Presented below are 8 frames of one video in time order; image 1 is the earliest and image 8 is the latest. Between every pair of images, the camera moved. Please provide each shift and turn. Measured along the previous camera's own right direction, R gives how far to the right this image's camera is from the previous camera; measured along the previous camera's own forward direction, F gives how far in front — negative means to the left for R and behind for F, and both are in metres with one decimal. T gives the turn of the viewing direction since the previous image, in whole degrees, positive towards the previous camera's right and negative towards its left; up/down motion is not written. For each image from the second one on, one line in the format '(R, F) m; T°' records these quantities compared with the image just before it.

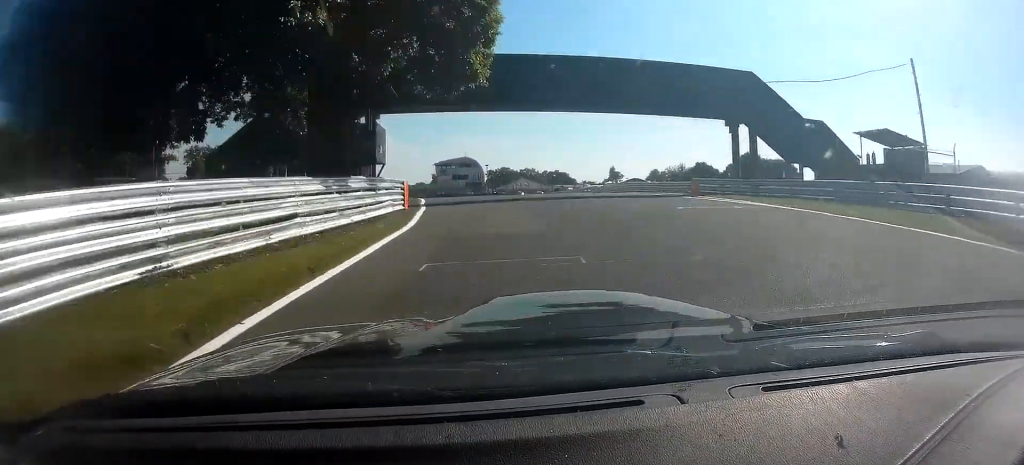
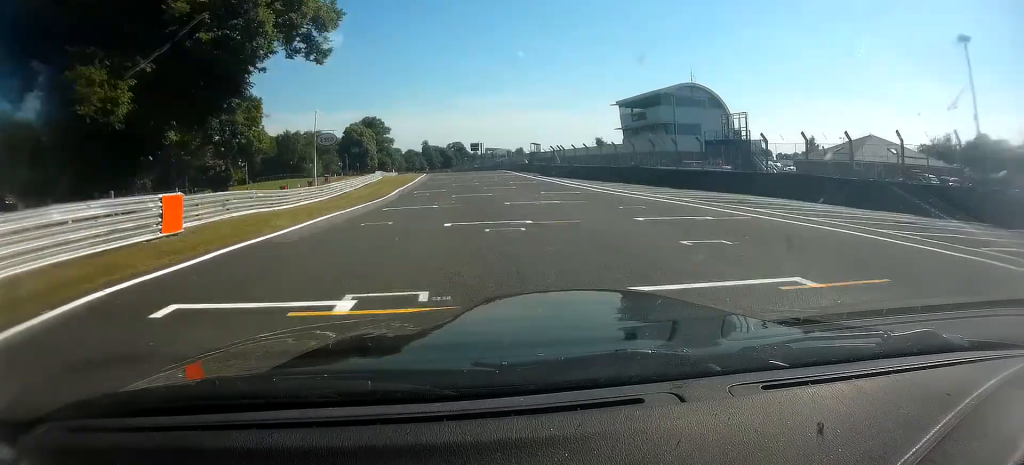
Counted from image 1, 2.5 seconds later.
(+22.7, +80.0) m; +13°
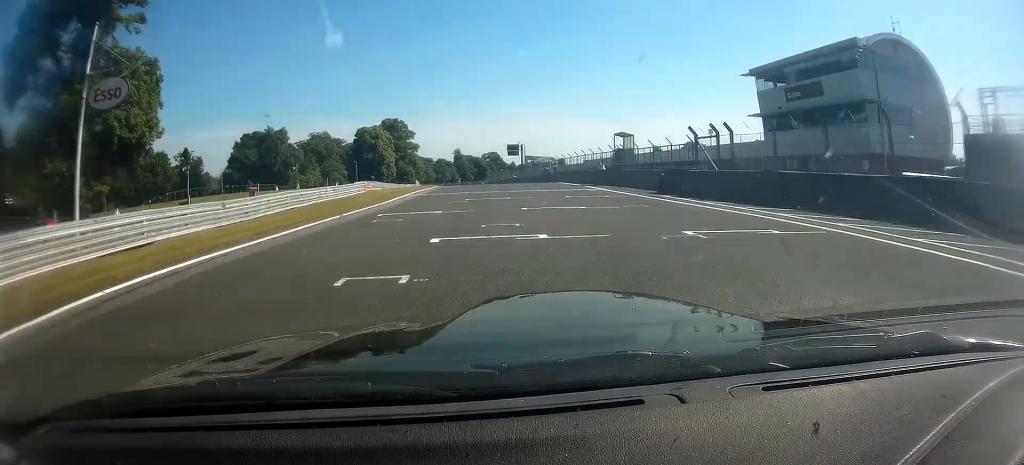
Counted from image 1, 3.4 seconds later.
(-2.2, +29.4) m; -7°
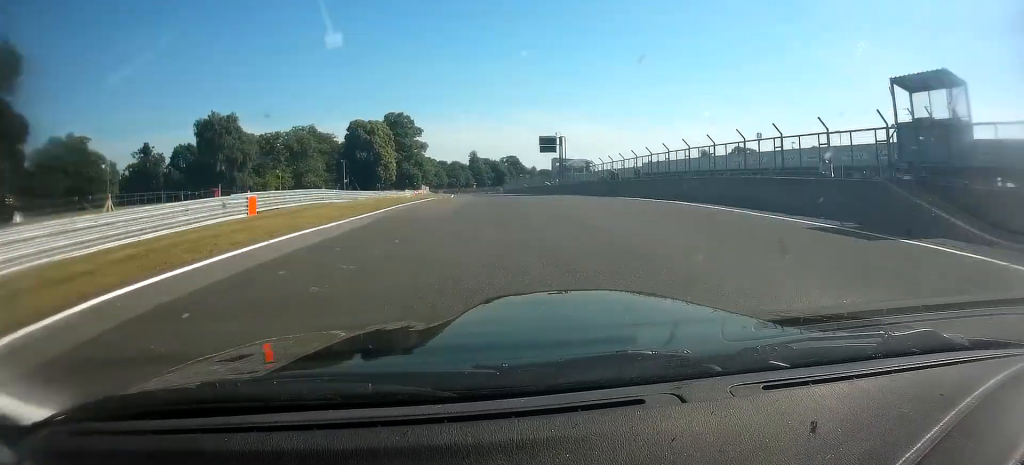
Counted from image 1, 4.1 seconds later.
(-1.6, +26.5) m; -2°
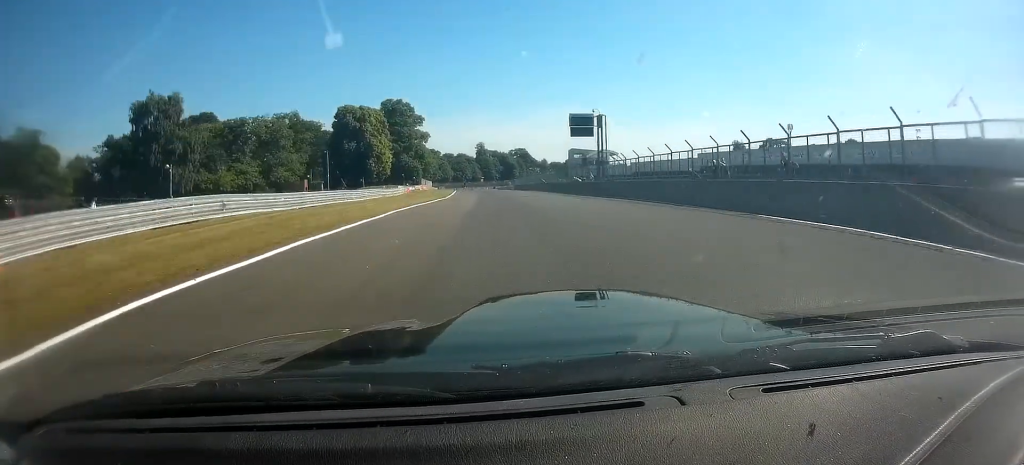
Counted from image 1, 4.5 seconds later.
(-1.5, +16.2) m; +1°
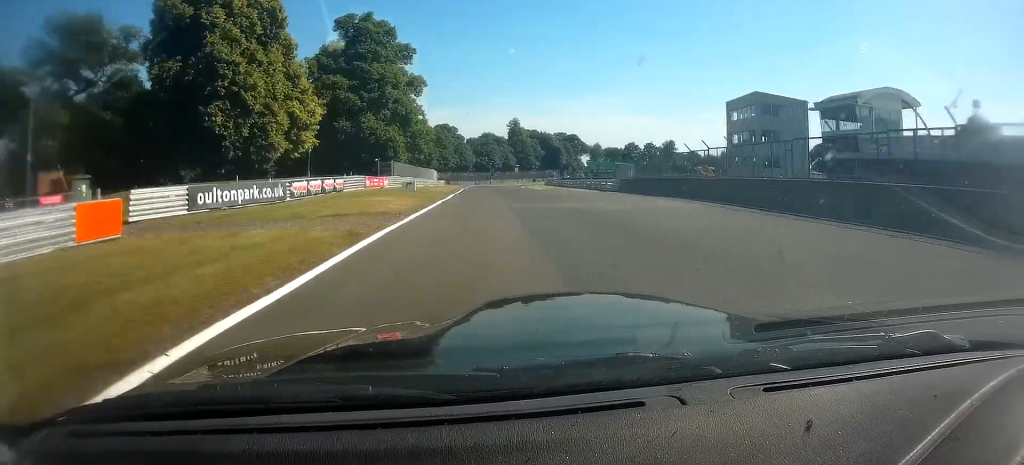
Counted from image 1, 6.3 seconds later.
(+11.9, +86.6) m; +9°
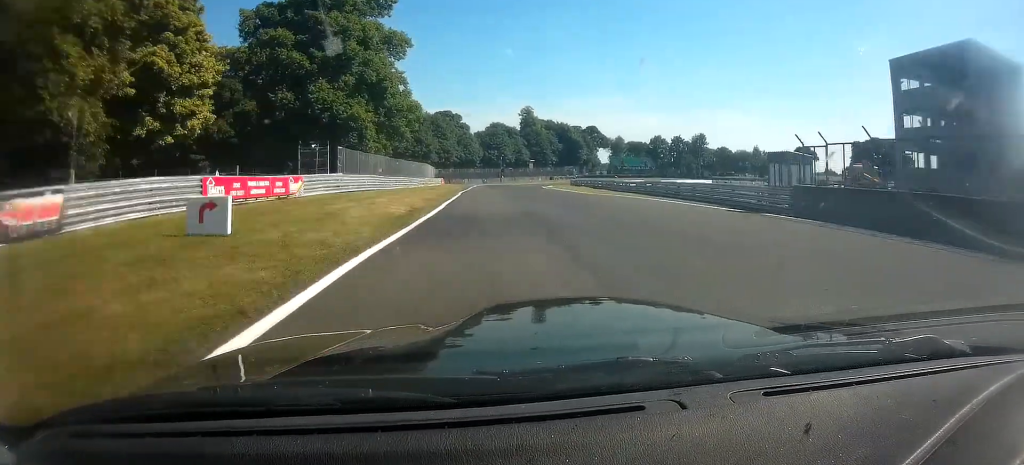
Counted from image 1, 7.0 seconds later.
(+0.2, +36.5) m; -1°
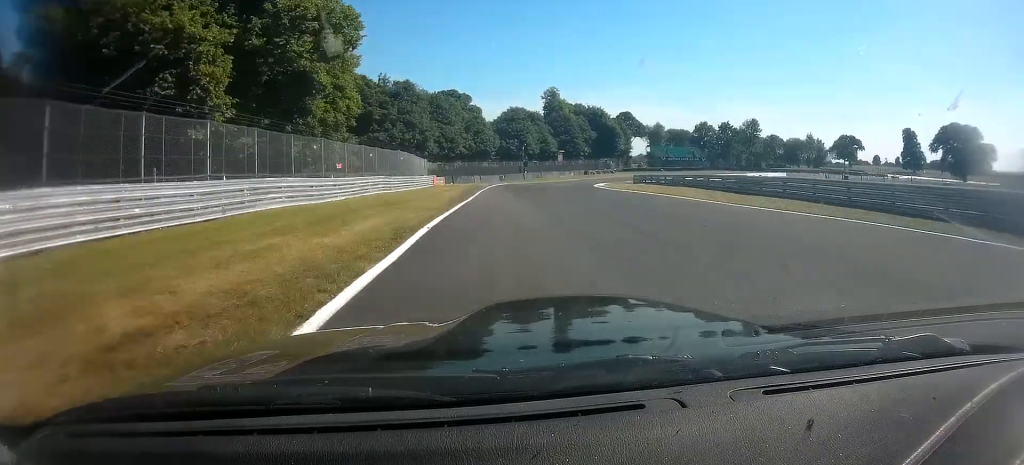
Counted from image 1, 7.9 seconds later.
(-2.2, +53.9) m; -3°
